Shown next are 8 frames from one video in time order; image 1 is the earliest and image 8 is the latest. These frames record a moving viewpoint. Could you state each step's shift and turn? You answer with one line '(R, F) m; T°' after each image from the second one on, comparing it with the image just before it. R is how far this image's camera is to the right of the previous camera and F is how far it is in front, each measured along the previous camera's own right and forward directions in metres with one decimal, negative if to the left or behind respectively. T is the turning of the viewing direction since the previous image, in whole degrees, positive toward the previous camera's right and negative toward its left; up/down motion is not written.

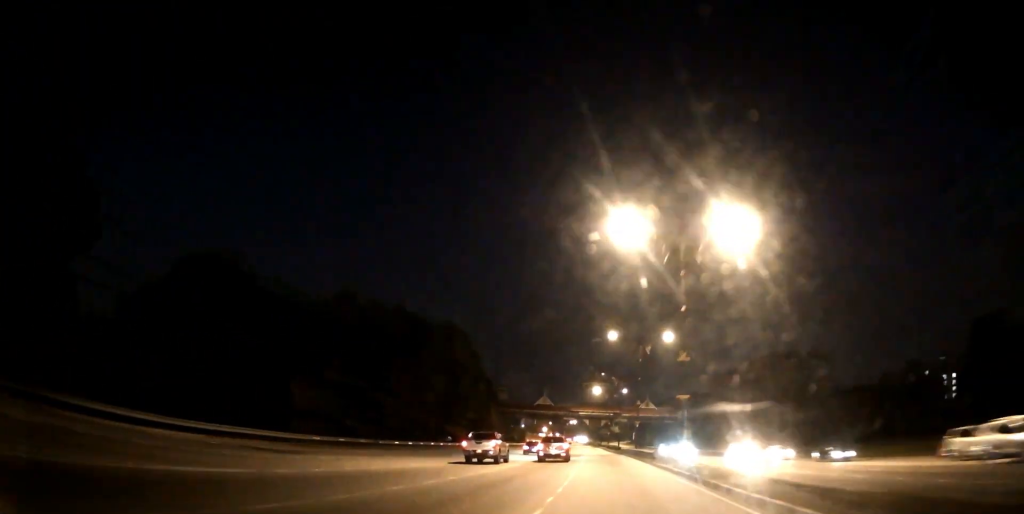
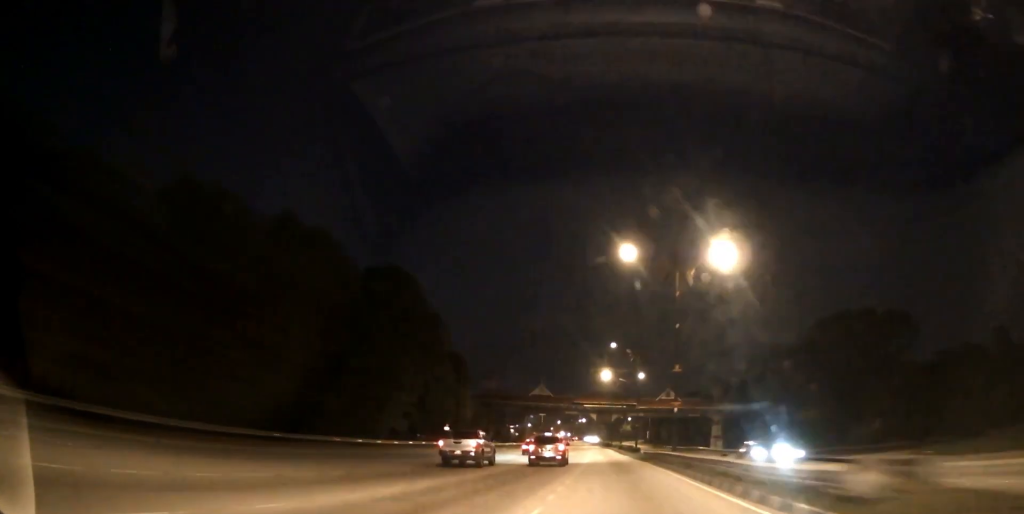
(-0.2, +26.0) m; -1°
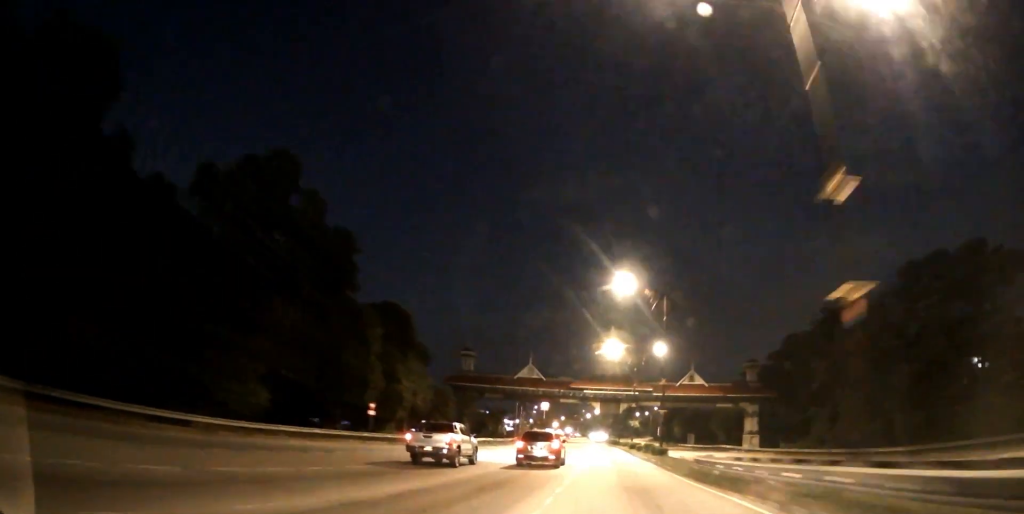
(0.0, +23.3) m; 0°
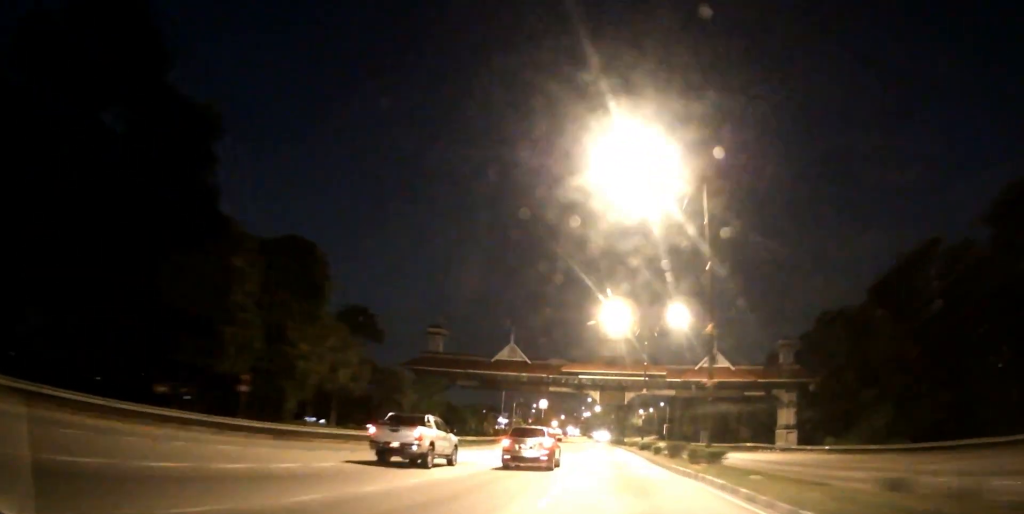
(-0.1, +17.4) m; 0°
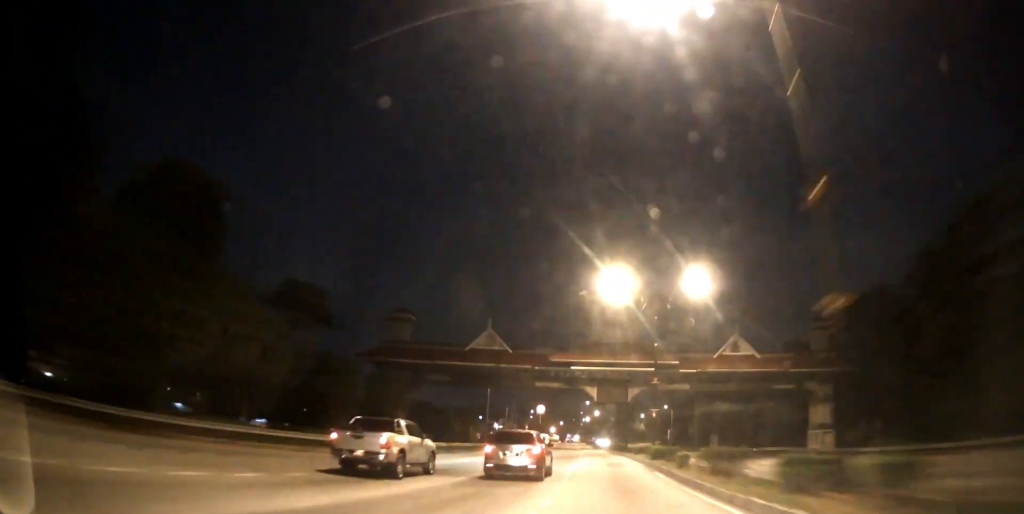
(0.0, +12.6) m; 0°
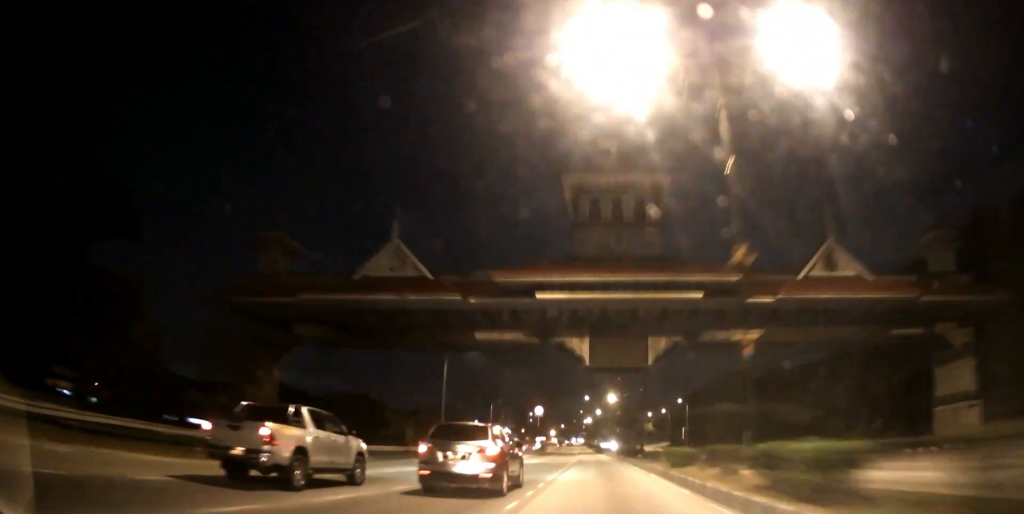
(-0.1, +26.9) m; -1°
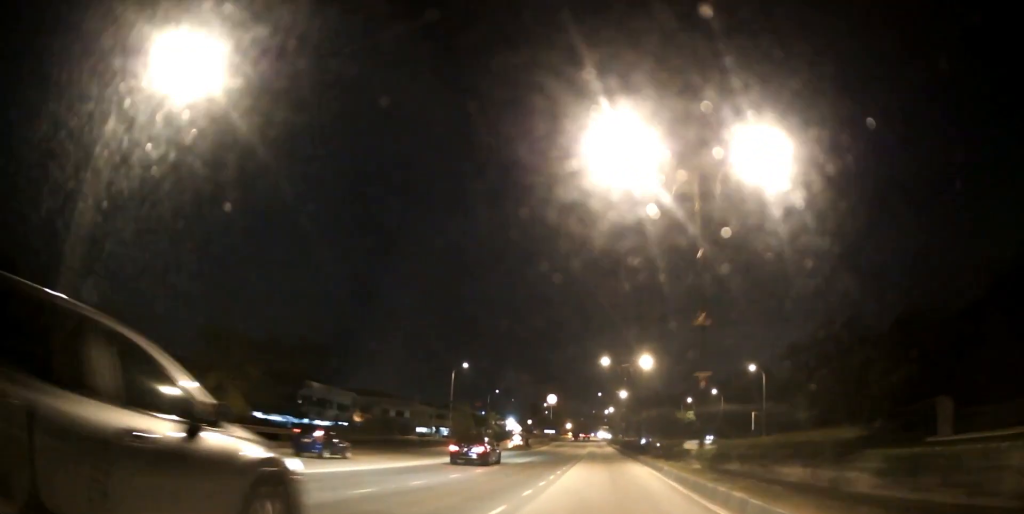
(-1.1, +52.5) m; -2°
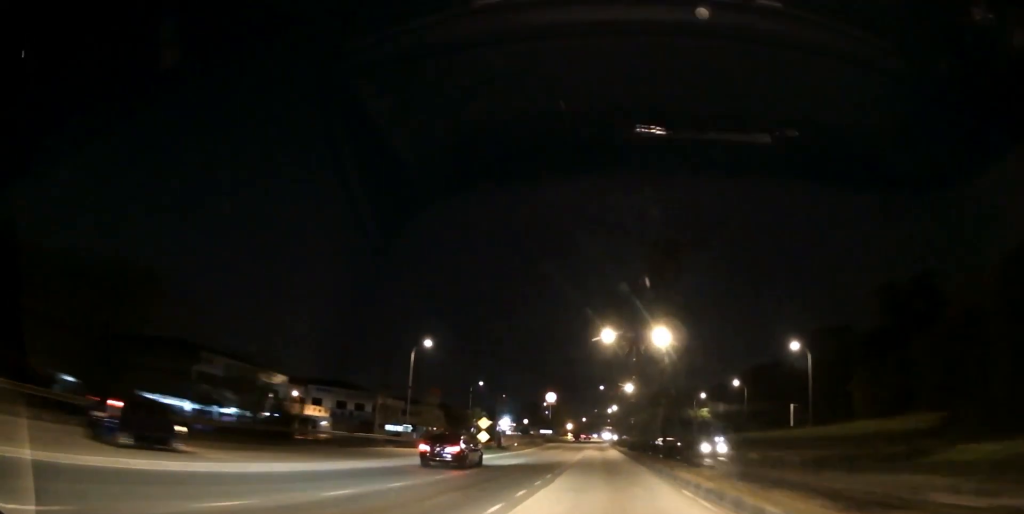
(-0.1, +20.0) m; -1°
